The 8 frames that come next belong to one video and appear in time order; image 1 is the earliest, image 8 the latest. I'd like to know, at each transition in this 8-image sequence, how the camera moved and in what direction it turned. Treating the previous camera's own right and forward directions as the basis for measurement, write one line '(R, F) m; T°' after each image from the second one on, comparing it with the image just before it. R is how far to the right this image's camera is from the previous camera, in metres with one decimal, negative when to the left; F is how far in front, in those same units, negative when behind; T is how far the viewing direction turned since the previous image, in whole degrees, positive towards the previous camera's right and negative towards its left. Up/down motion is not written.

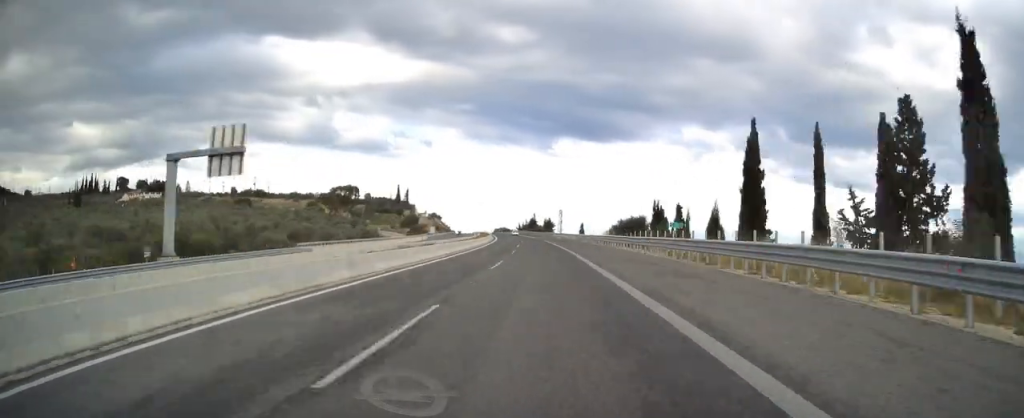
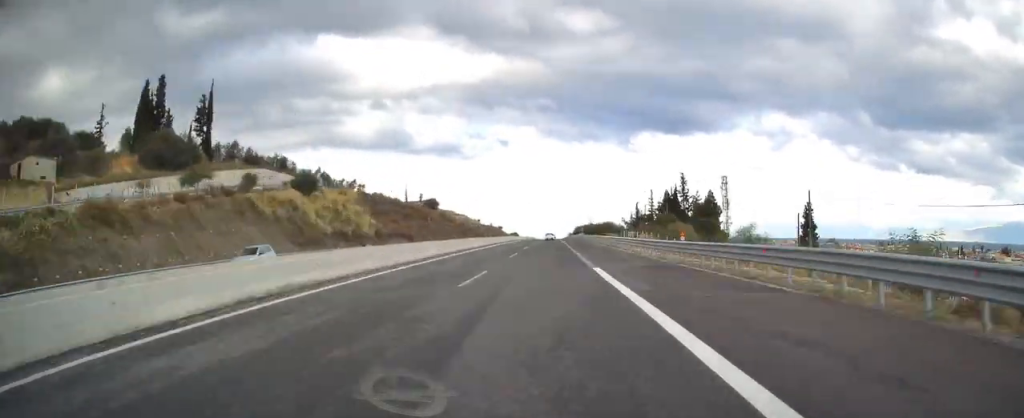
(-14.8, +260.3) m; -5°
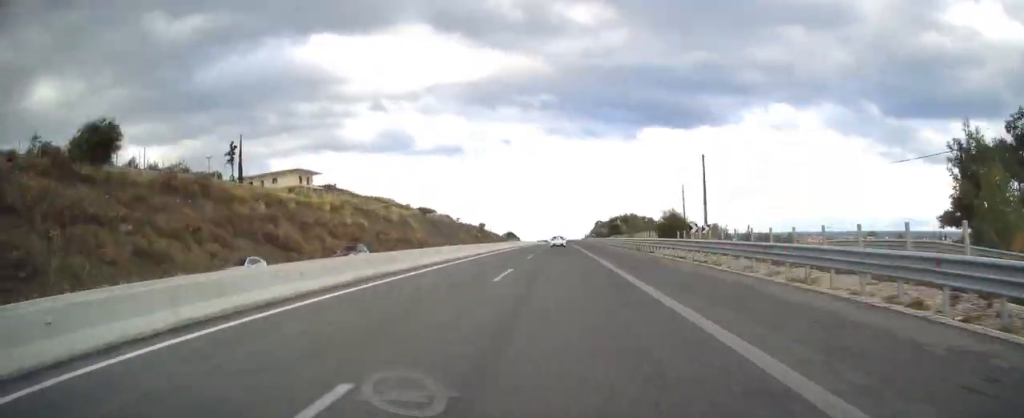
(-3.1, +143.5) m; -1°
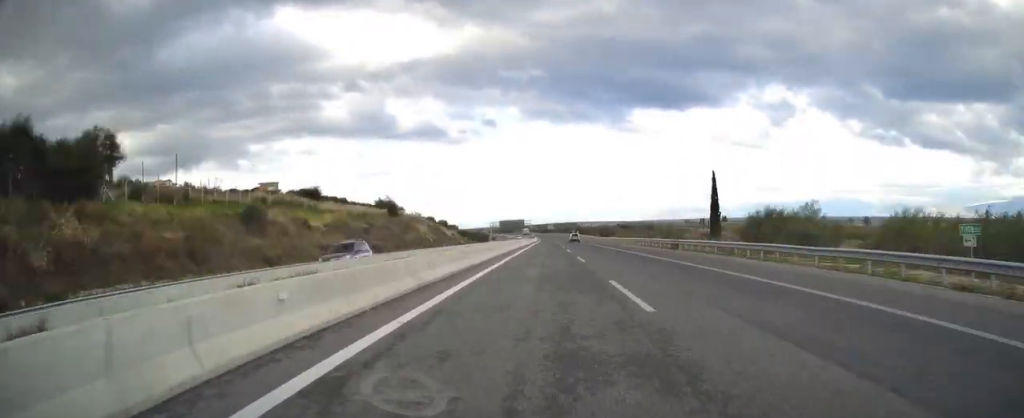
(-0.7, +379.2) m; -1°
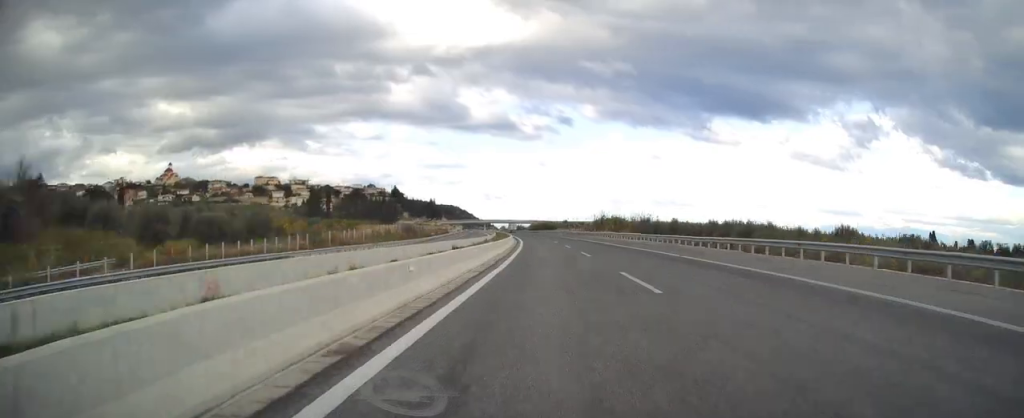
(-12.4, +354.7) m; -7°
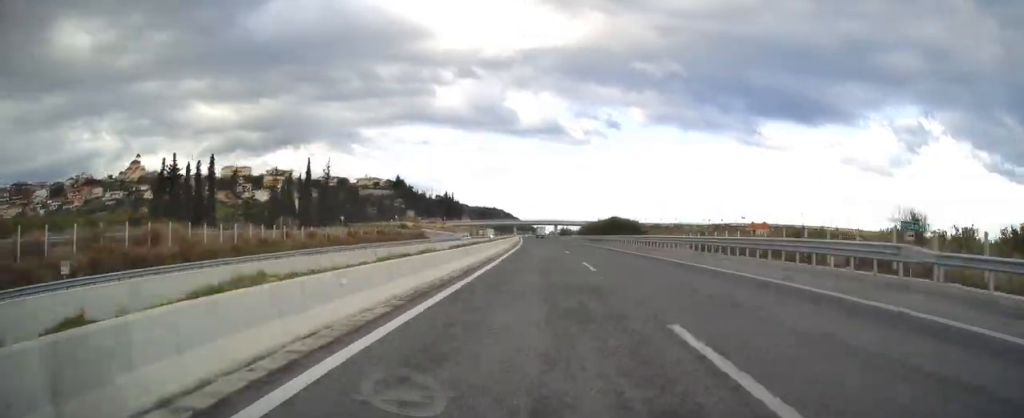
(-4.0, +115.9) m; -2°
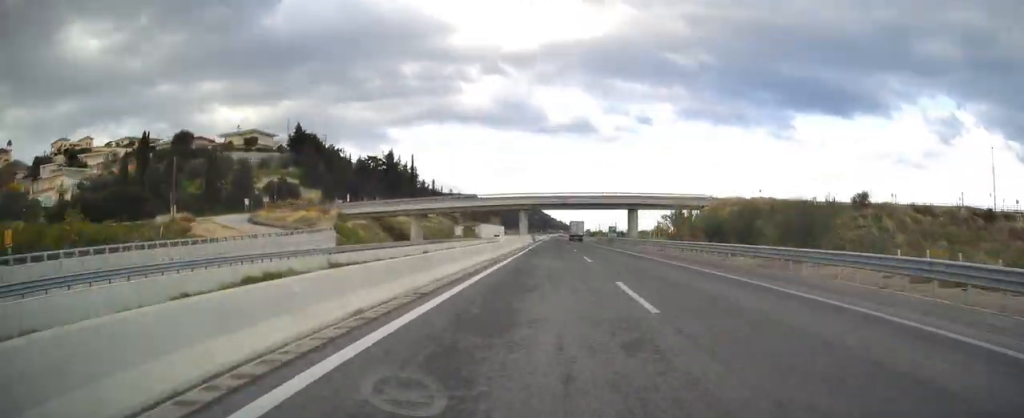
(-8.0, +171.5) m; -2°
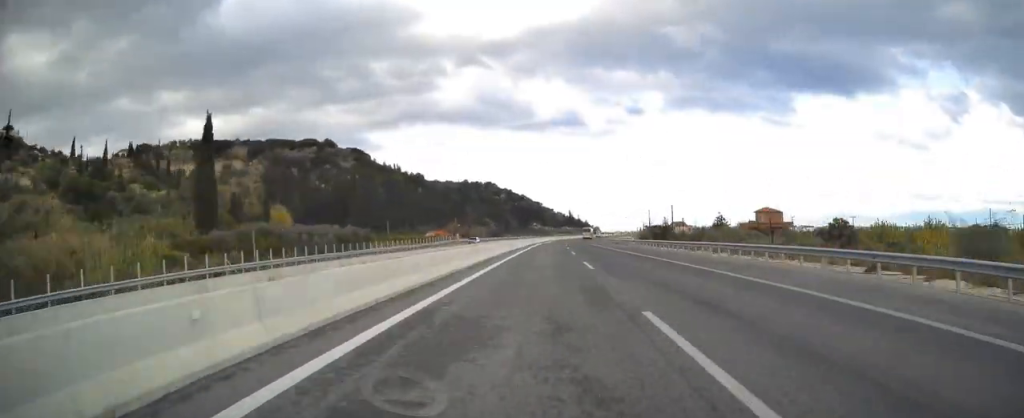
(+0.3, +506.7) m; +4°
